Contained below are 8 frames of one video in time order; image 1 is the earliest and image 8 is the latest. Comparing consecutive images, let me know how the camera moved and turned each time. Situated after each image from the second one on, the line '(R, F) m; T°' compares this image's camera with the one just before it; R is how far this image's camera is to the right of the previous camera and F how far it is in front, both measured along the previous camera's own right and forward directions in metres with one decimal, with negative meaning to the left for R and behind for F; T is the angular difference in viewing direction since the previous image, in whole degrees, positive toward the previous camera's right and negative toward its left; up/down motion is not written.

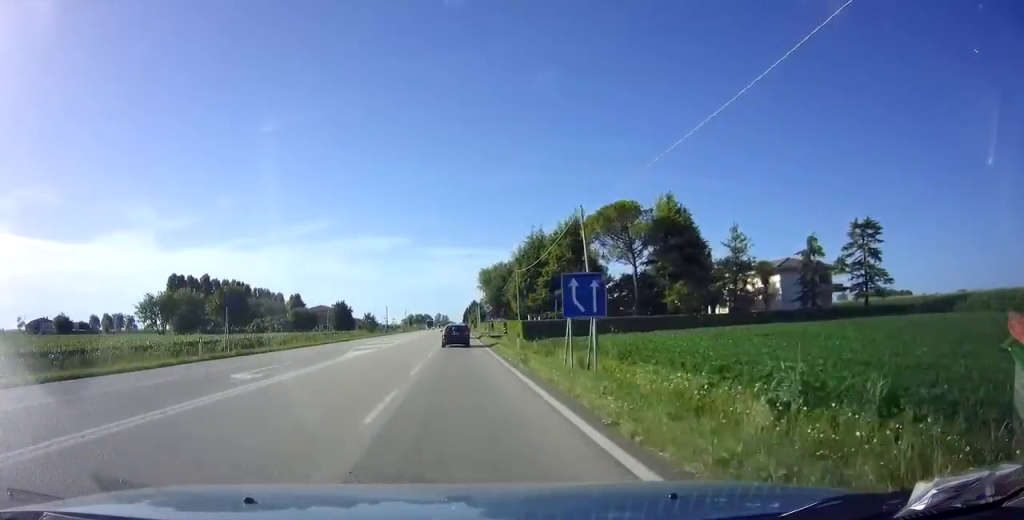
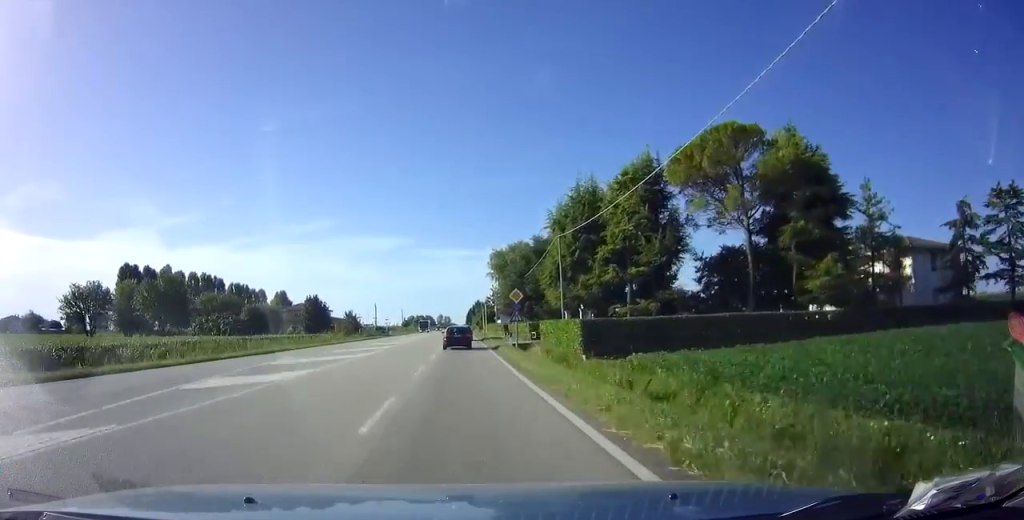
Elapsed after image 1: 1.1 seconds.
(+0.1, +23.2) m; 0°
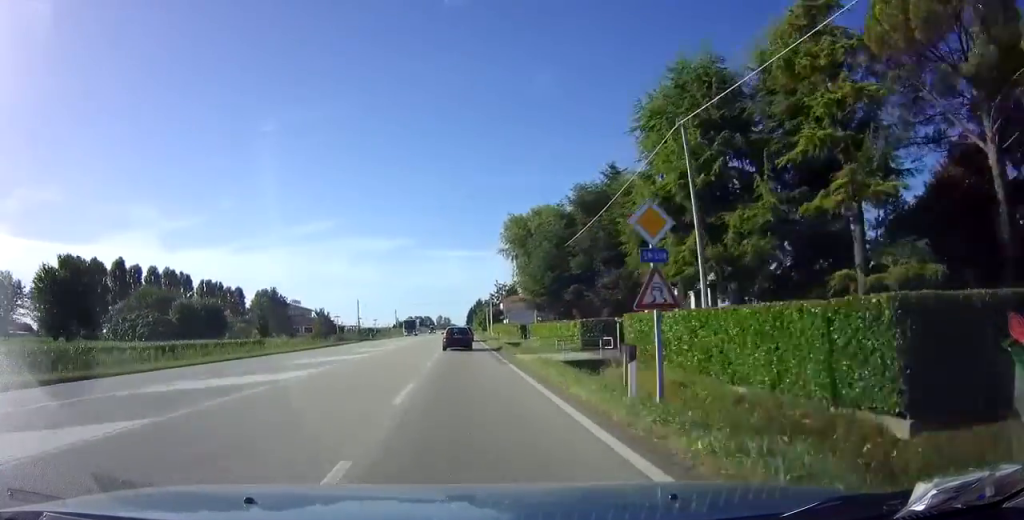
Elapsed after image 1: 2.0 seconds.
(0.0, +21.1) m; 0°
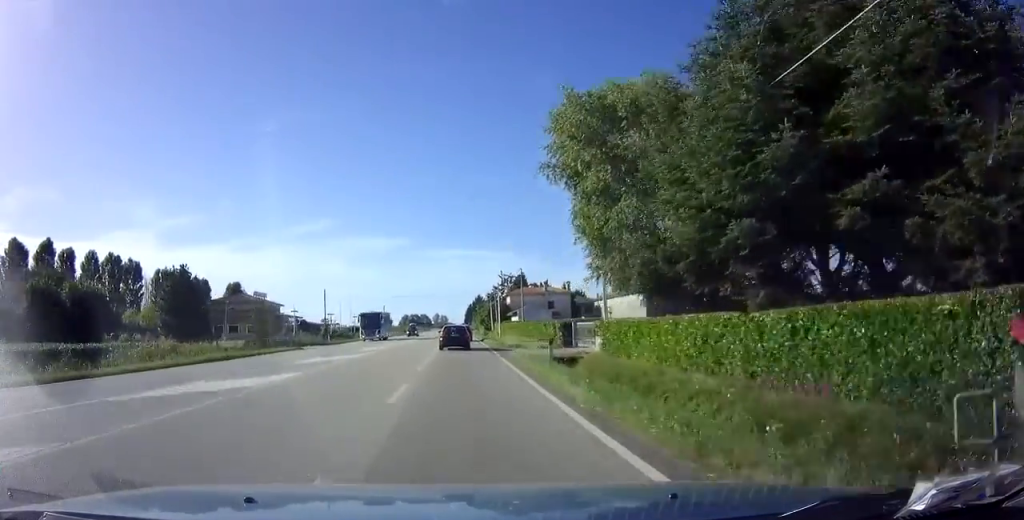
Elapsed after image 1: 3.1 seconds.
(0.0, +23.0) m; 0°
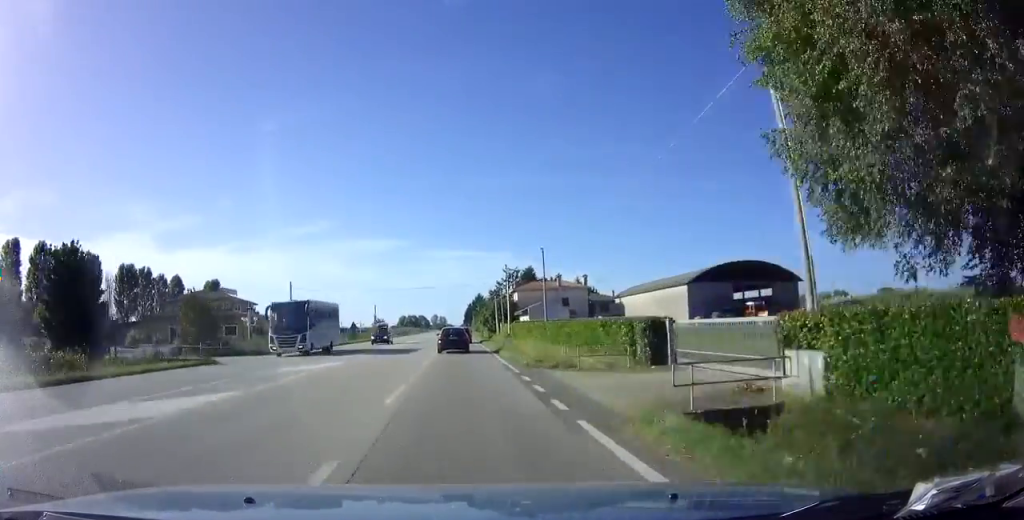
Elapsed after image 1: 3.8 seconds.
(+0.1, +15.1) m; 0°
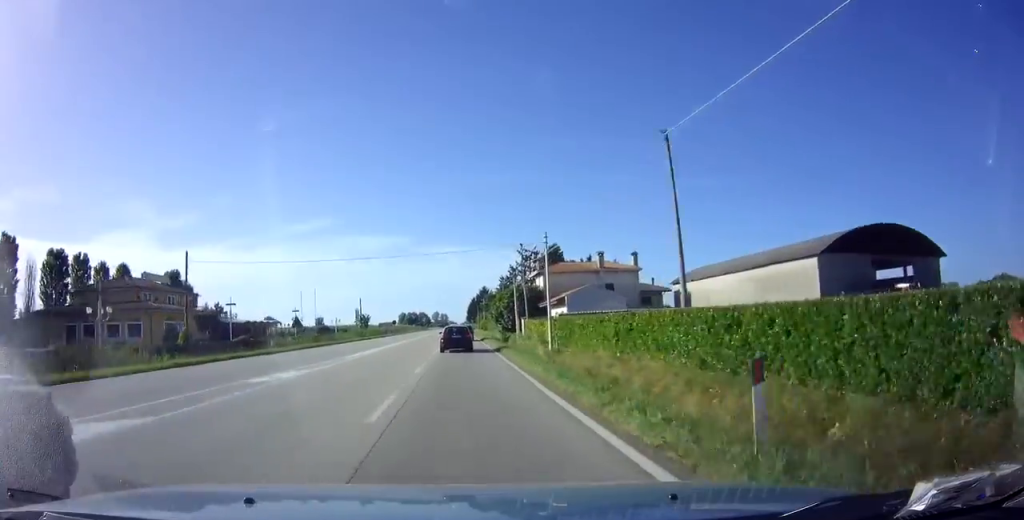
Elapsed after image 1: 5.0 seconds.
(0.0, +25.7) m; 0°
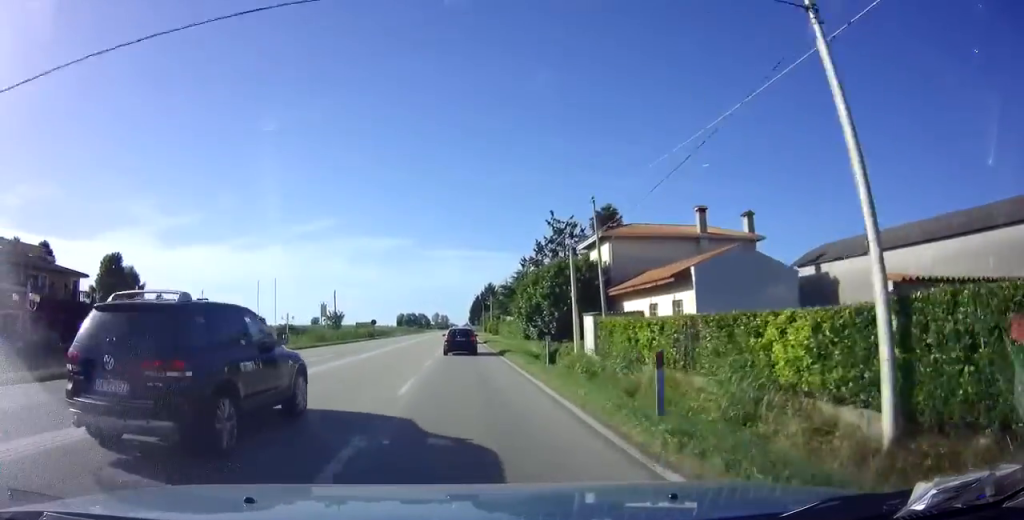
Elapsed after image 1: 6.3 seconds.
(-0.1, +26.7) m; 0°
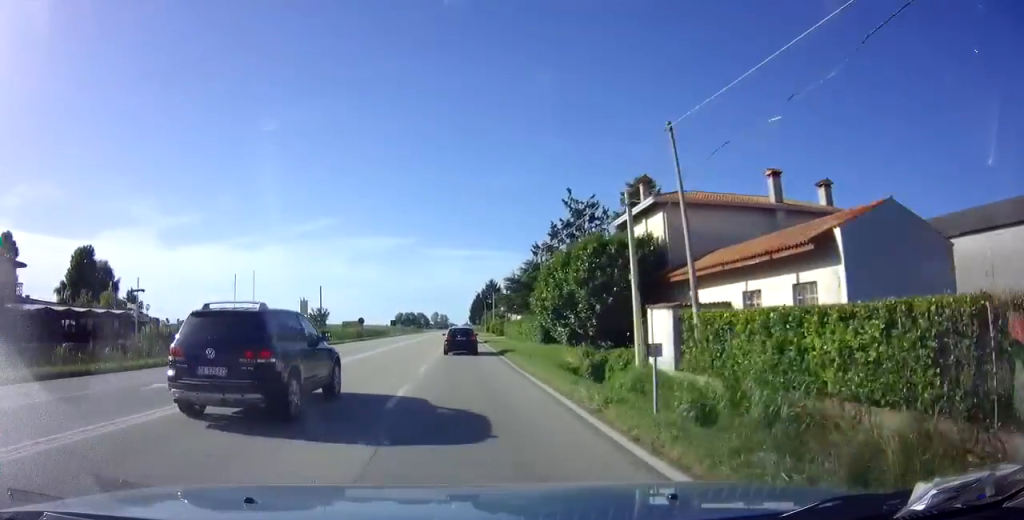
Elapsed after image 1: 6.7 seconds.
(0.0, +9.8) m; 0°
